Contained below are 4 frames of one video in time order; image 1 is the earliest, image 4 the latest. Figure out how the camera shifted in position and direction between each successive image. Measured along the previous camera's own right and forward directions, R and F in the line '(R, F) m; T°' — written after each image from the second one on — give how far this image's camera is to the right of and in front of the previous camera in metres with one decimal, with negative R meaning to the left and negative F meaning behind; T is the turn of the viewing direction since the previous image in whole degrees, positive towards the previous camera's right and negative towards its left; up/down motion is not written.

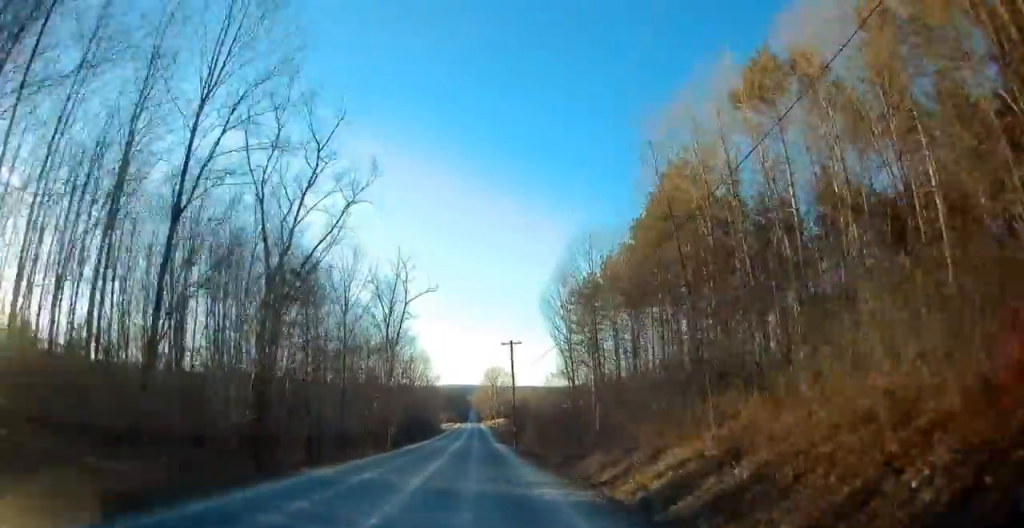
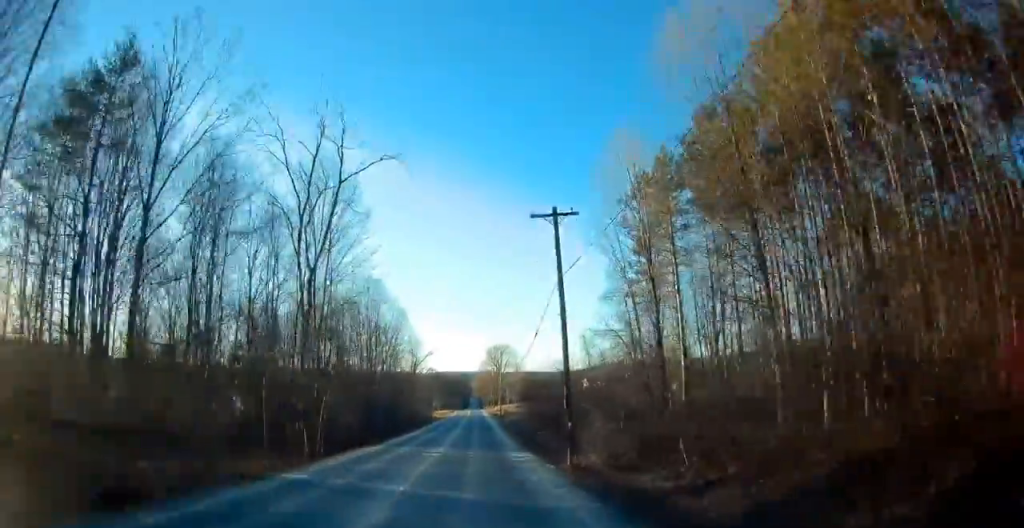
(0.0, +28.2) m; -1°
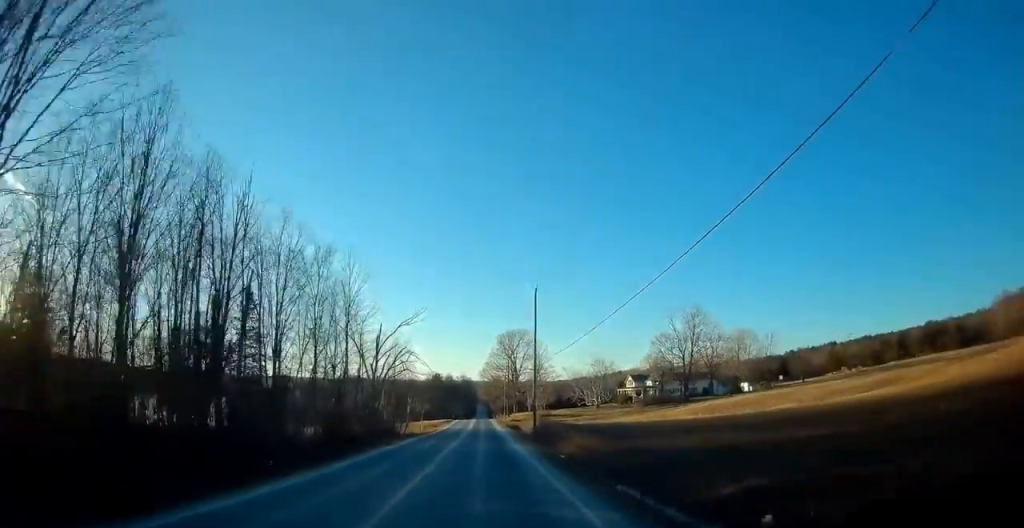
(-0.9, +50.6) m; 0°
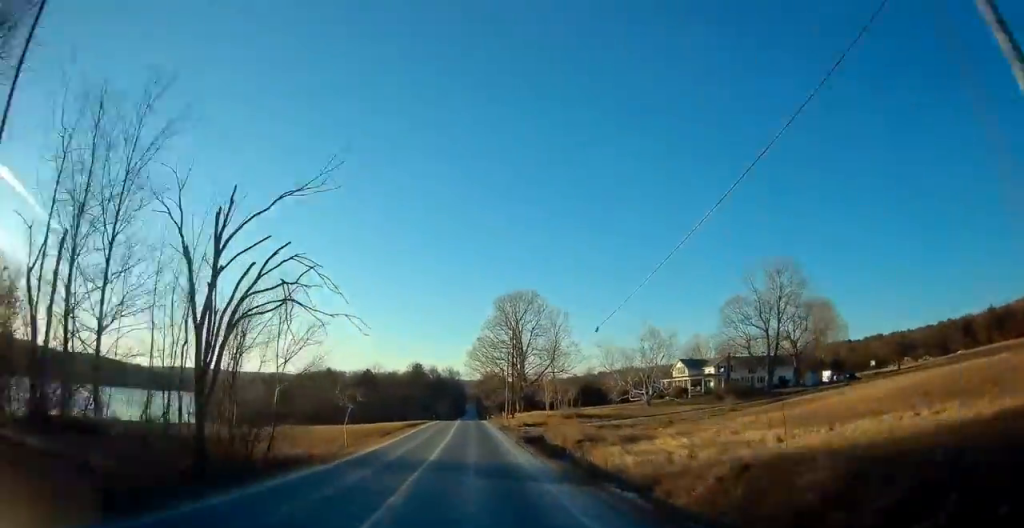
(-0.1, +43.4) m; -1°
